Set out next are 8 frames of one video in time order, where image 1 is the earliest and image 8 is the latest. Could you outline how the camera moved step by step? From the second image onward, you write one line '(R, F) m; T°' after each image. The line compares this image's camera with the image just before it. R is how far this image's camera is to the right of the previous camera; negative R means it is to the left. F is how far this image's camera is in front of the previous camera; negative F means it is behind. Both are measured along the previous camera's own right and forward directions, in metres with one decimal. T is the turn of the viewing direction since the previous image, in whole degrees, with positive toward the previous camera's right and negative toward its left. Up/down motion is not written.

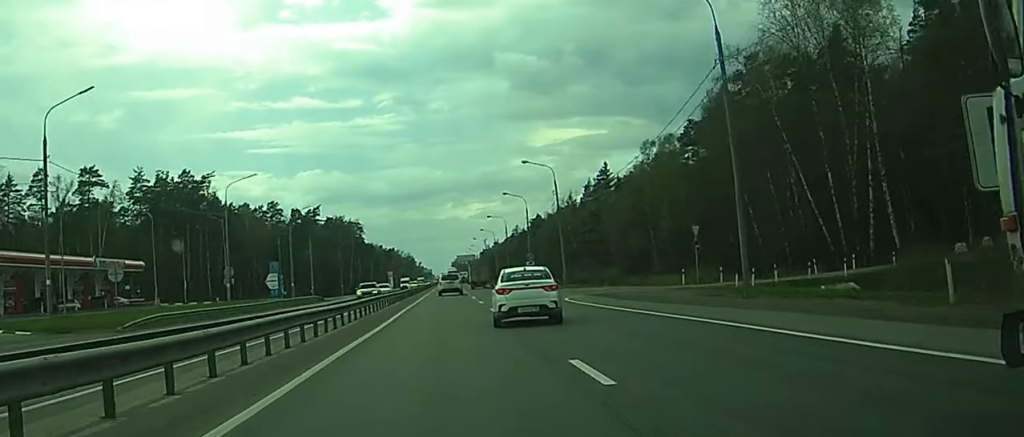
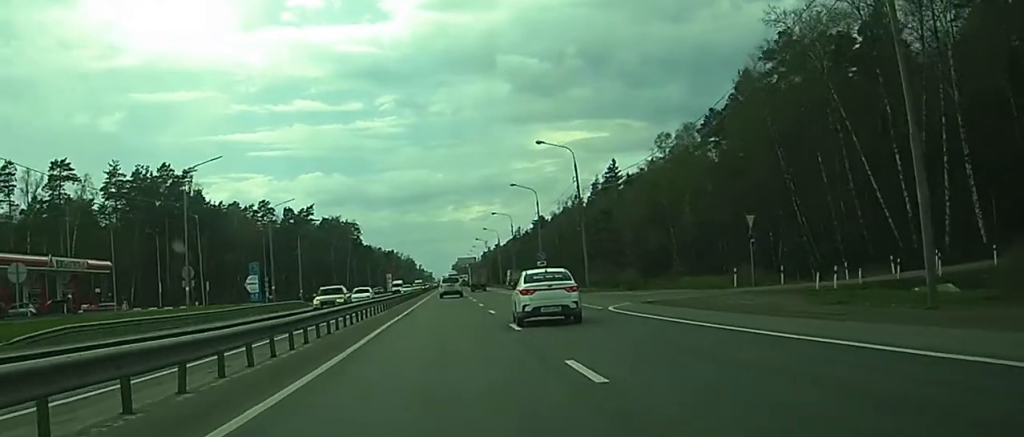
(0.0, +11.6) m; 0°
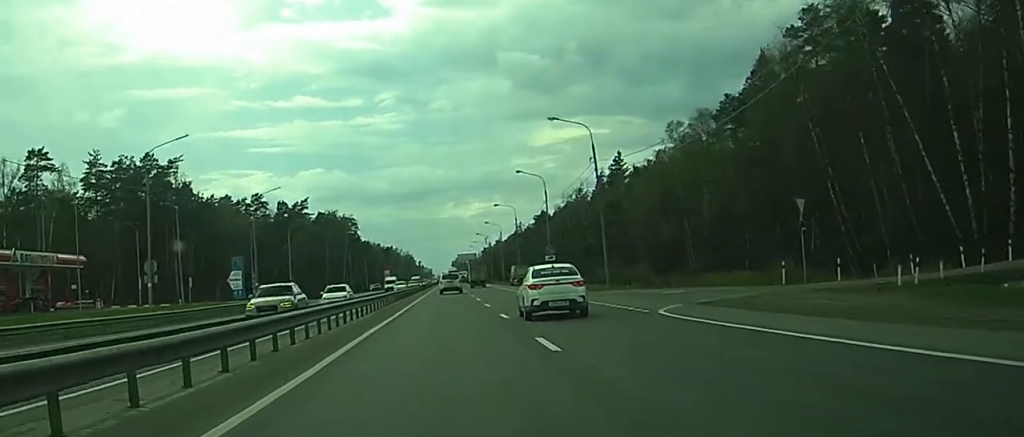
(0.0, +7.8) m; 0°
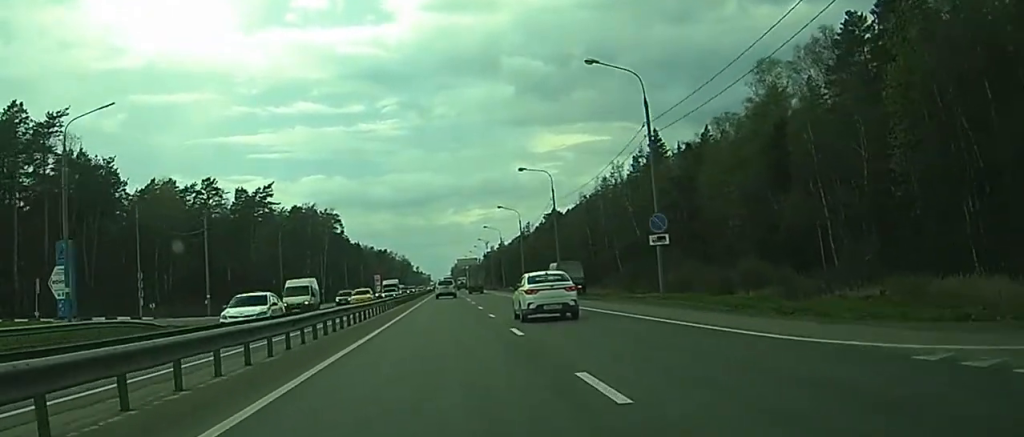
(+0.1, +41.8) m; +1°
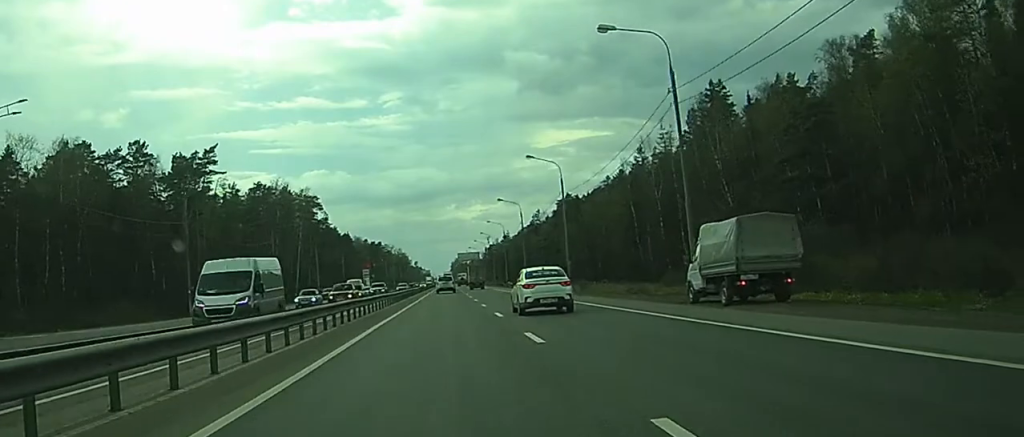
(-0.2, +40.0) m; 0°
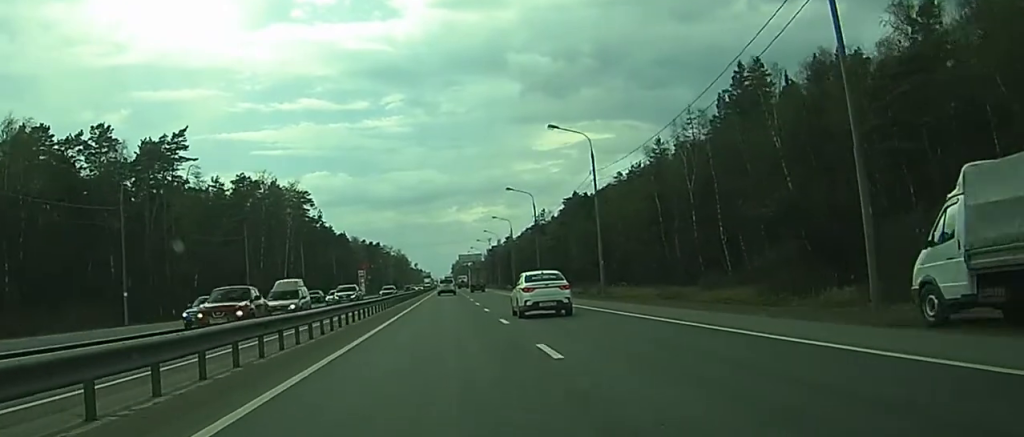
(0.0, +14.7) m; 0°
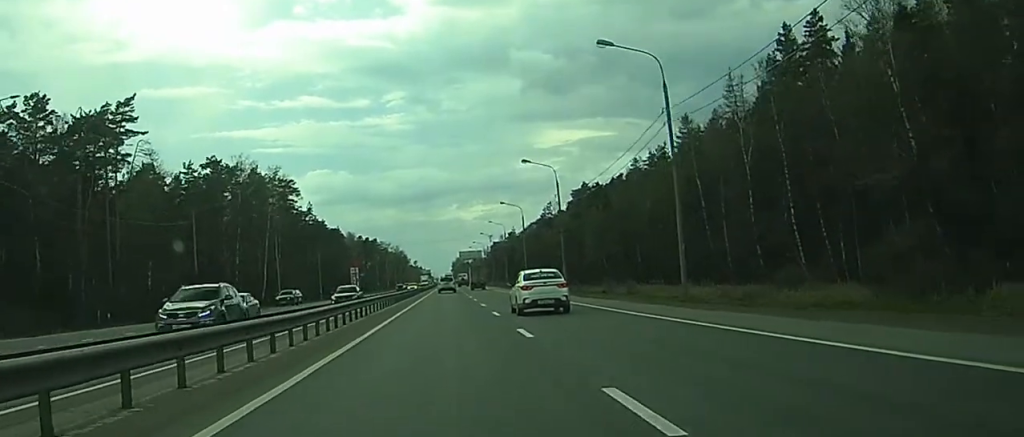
(0.0, +19.1) m; 0°
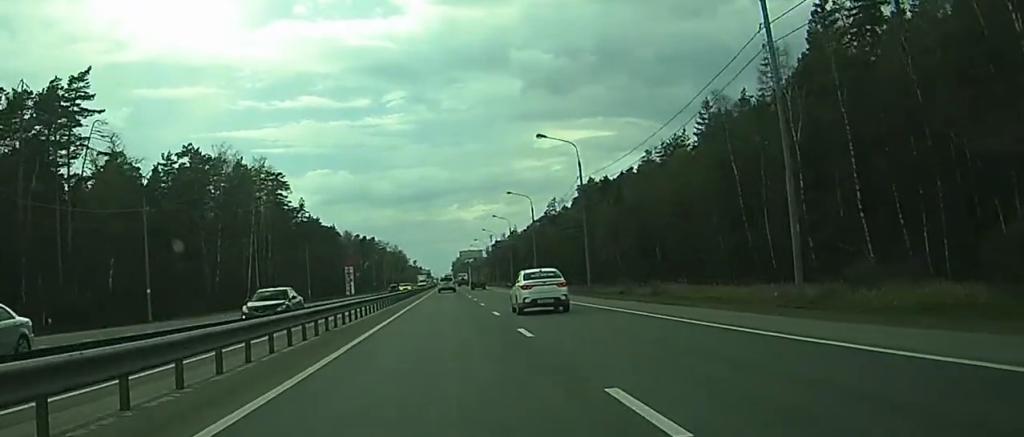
(0.0, +12.1) m; 0°
